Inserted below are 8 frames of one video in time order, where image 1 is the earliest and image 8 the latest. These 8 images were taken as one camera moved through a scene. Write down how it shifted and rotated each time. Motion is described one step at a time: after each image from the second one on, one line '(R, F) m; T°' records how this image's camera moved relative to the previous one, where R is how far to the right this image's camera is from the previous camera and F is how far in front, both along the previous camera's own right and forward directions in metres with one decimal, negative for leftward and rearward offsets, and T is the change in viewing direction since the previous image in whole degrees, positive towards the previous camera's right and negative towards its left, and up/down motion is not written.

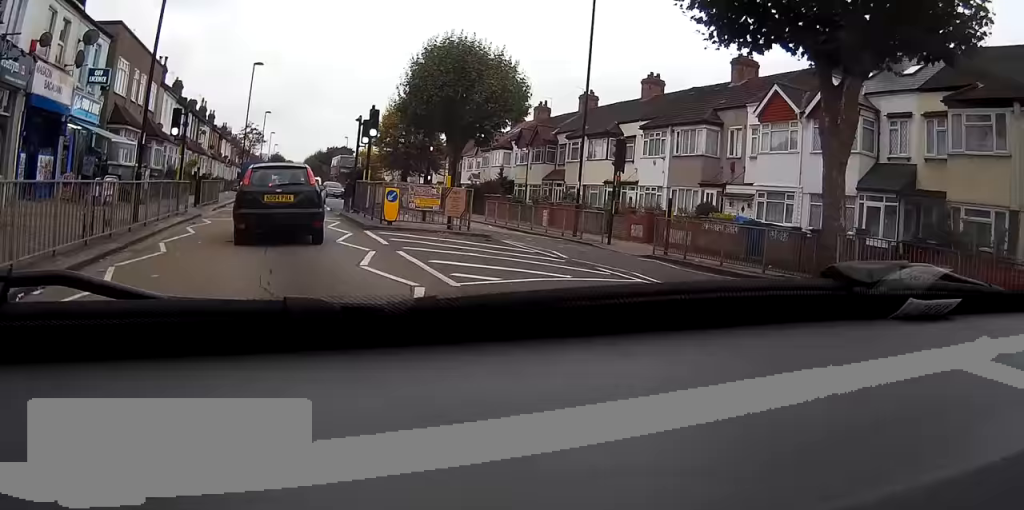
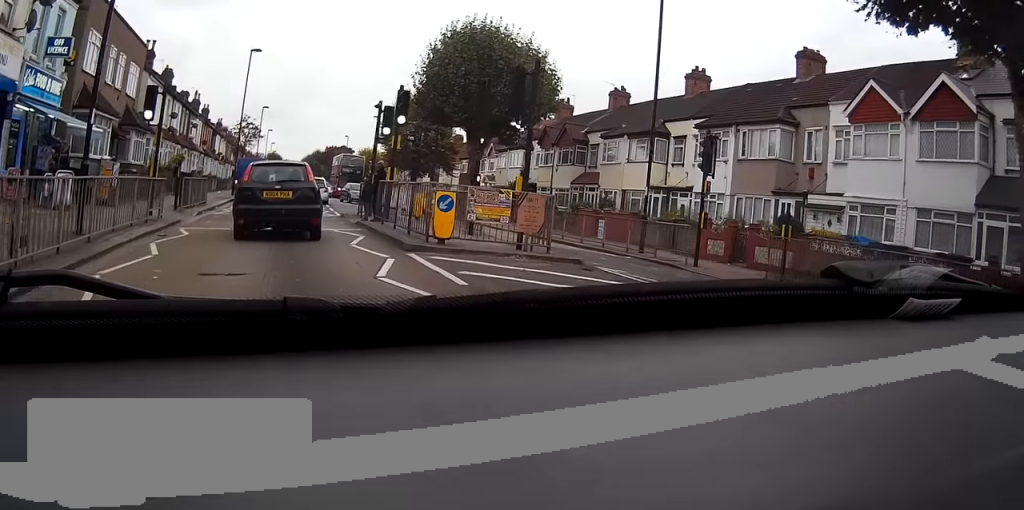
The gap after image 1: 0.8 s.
(-0.1, +5.5) m; 0°
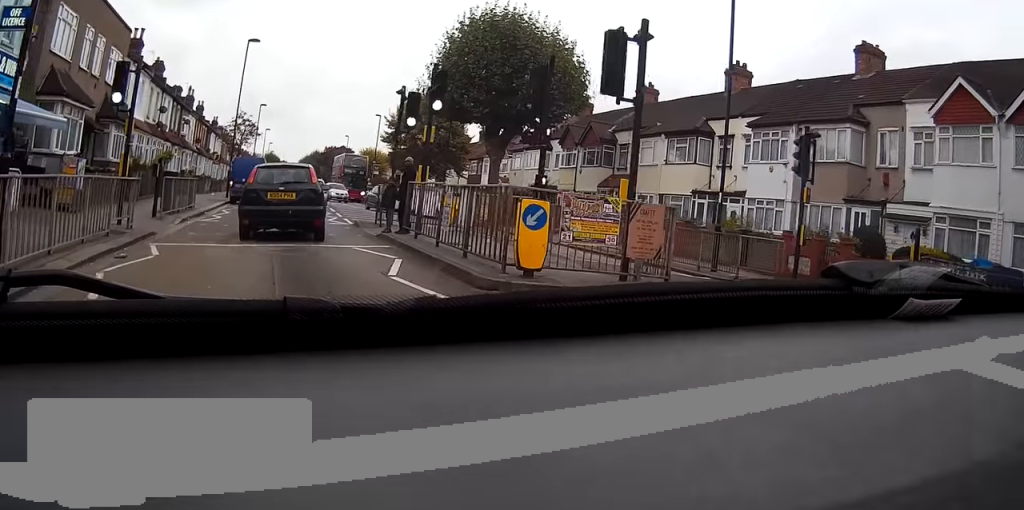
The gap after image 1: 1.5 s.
(-0.1, +4.2) m; +1°
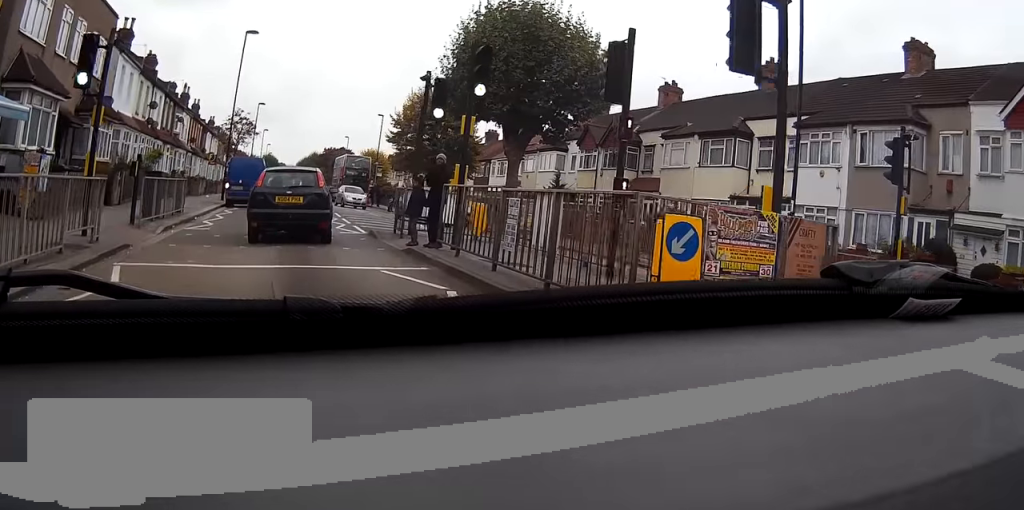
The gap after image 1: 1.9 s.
(+0.1, +3.2) m; +1°
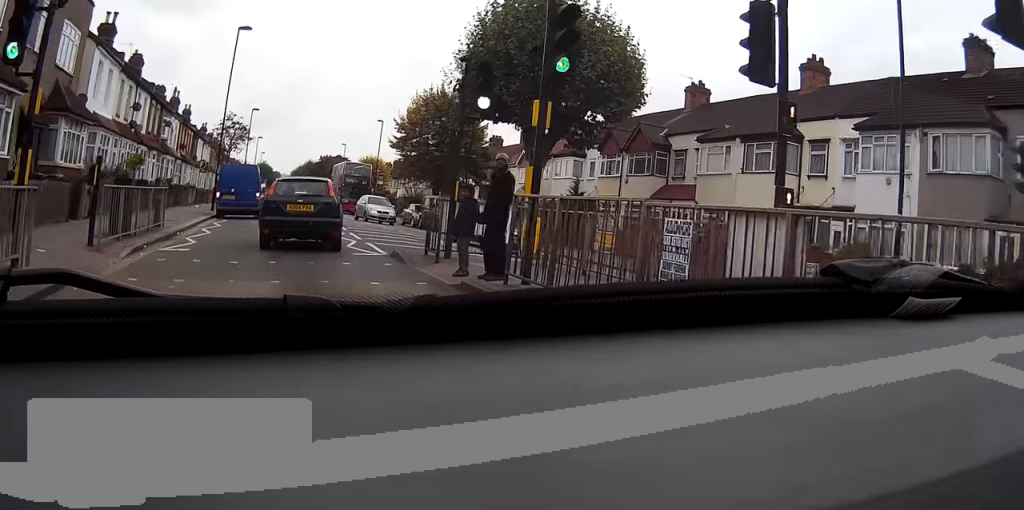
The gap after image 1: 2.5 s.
(+0.1, +3.8) m; 0°
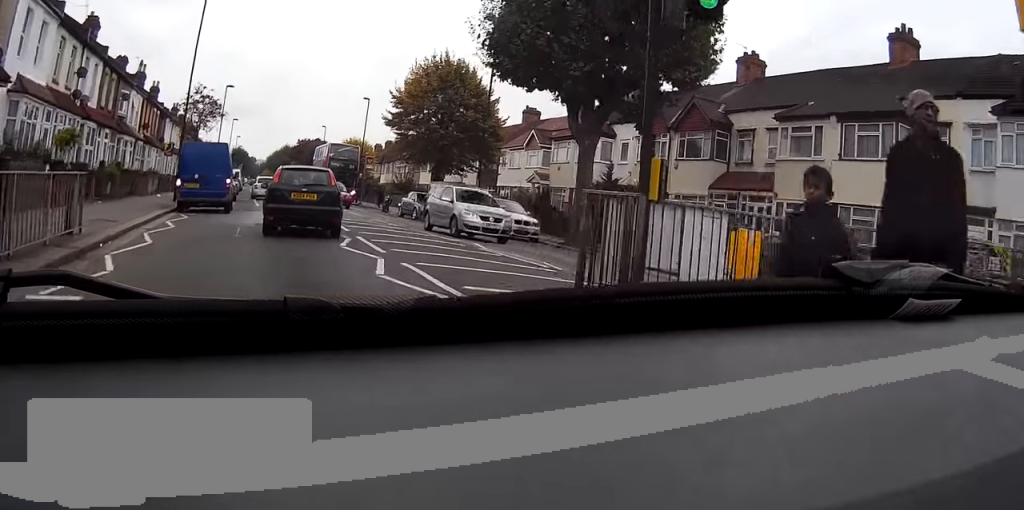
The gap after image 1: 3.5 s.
(-0.1, +7.4) m; 0°
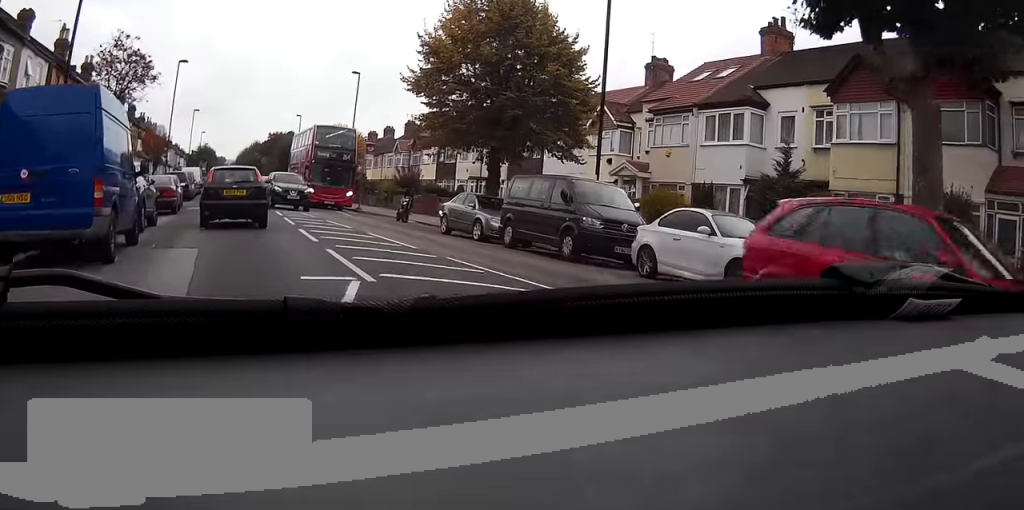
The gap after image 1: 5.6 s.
(+0.2, +15.7) m; 0°
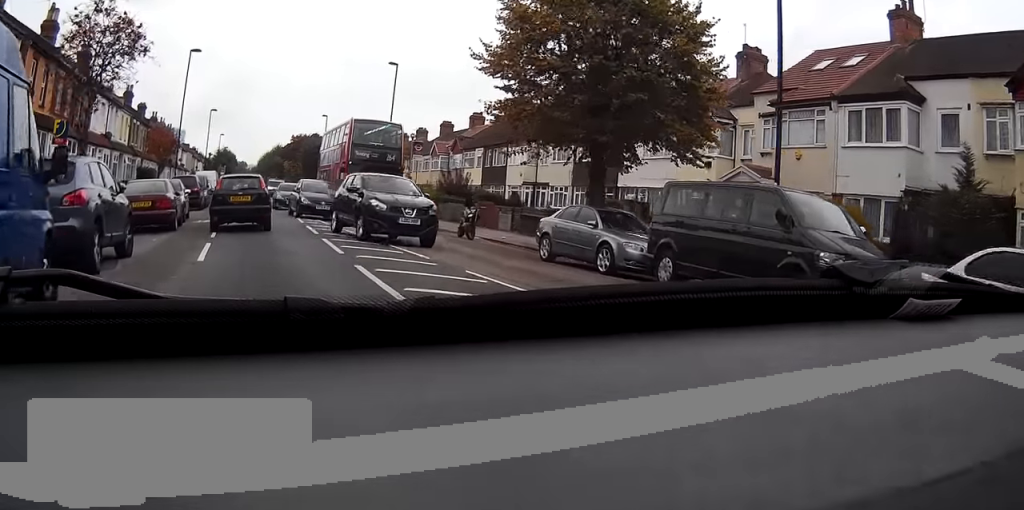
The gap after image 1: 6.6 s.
(-0.1, +7.1) m; -1°
